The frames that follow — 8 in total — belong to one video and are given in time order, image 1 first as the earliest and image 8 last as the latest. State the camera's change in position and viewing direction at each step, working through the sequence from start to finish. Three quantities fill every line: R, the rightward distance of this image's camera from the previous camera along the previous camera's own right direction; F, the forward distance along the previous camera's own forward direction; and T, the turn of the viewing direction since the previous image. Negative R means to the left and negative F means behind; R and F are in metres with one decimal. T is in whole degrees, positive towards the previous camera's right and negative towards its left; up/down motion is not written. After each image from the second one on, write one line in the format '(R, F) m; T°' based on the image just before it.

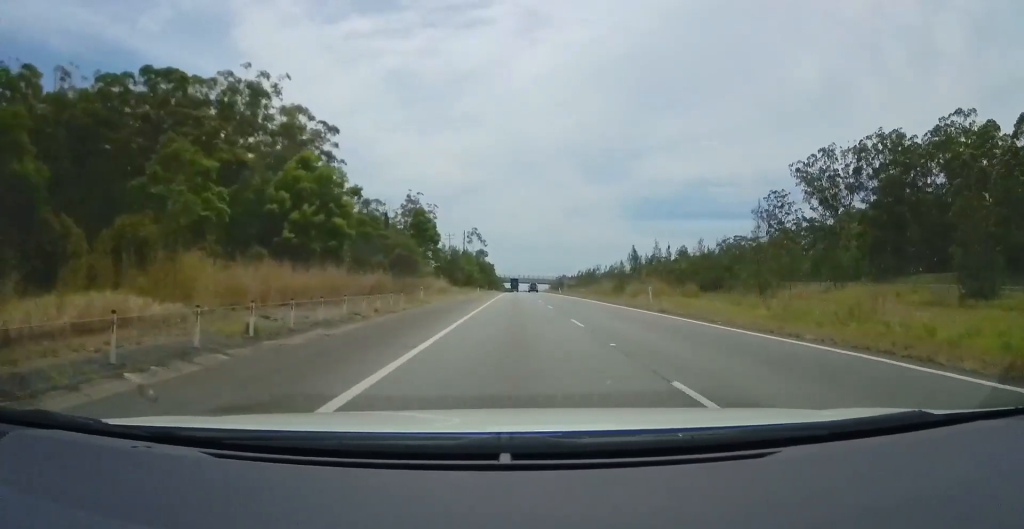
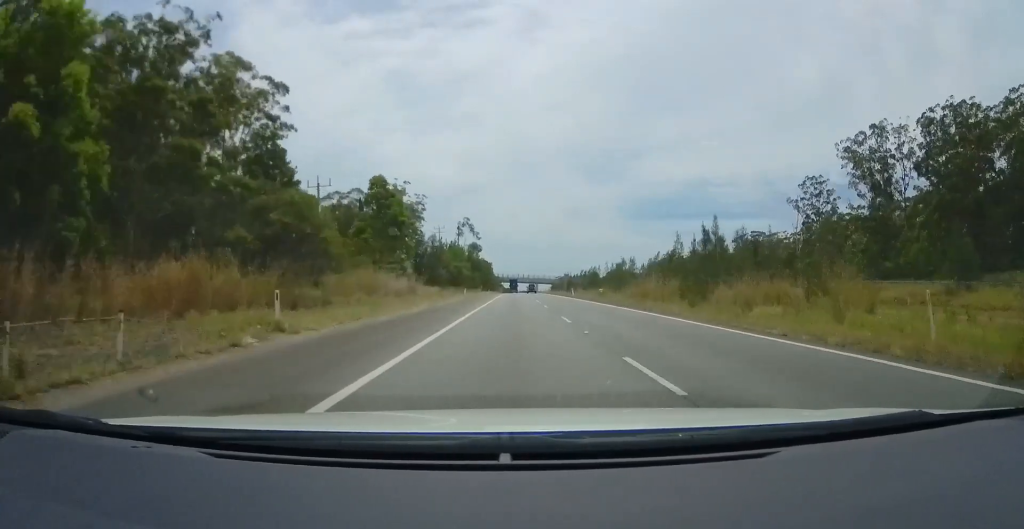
(0.0, +21.1) m; 0°
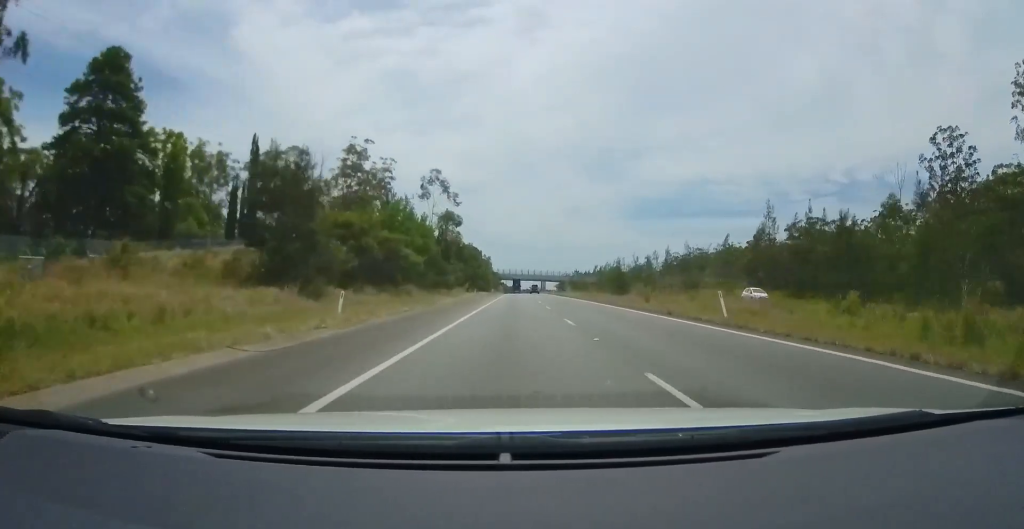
(0.0, +49.8) m; +1°
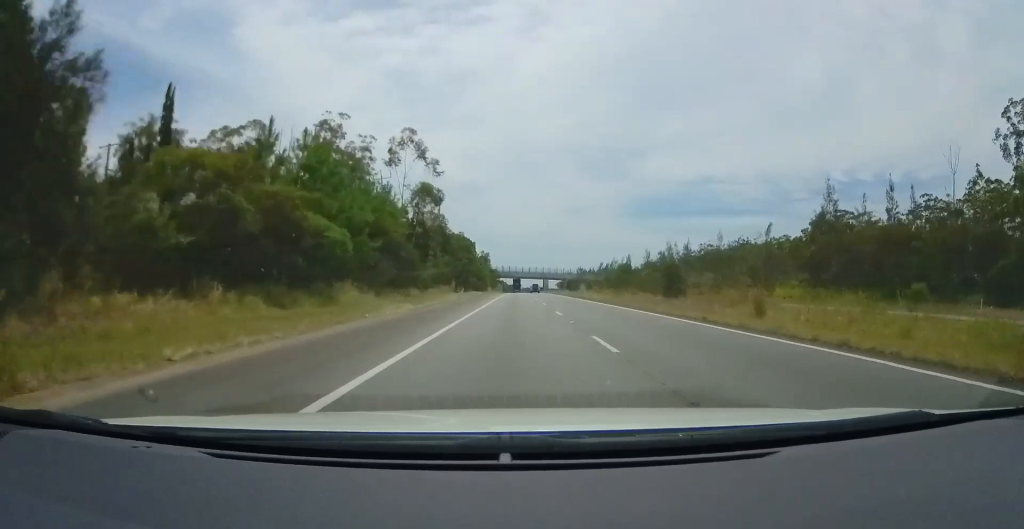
(+0.2, +18.9) m; 0°
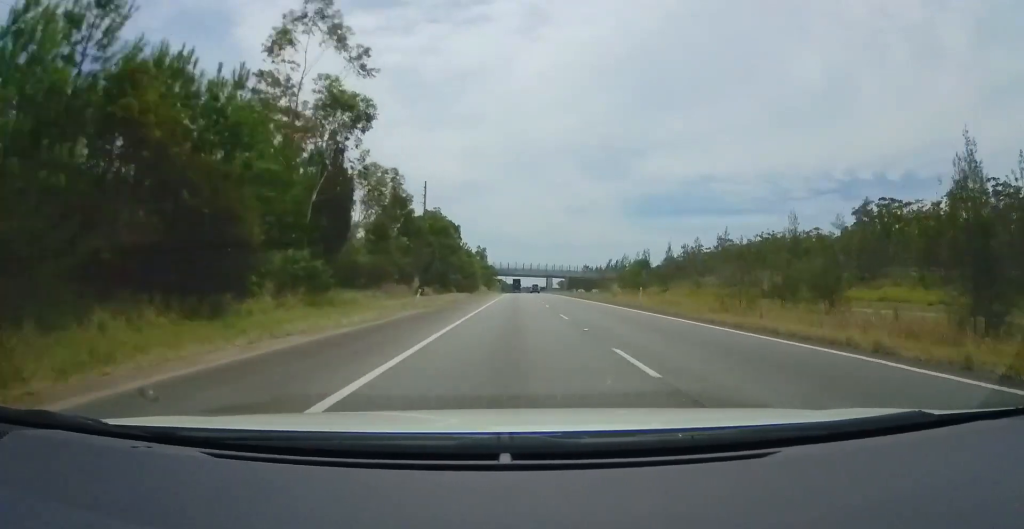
(0.0, +26.0) m; 0°
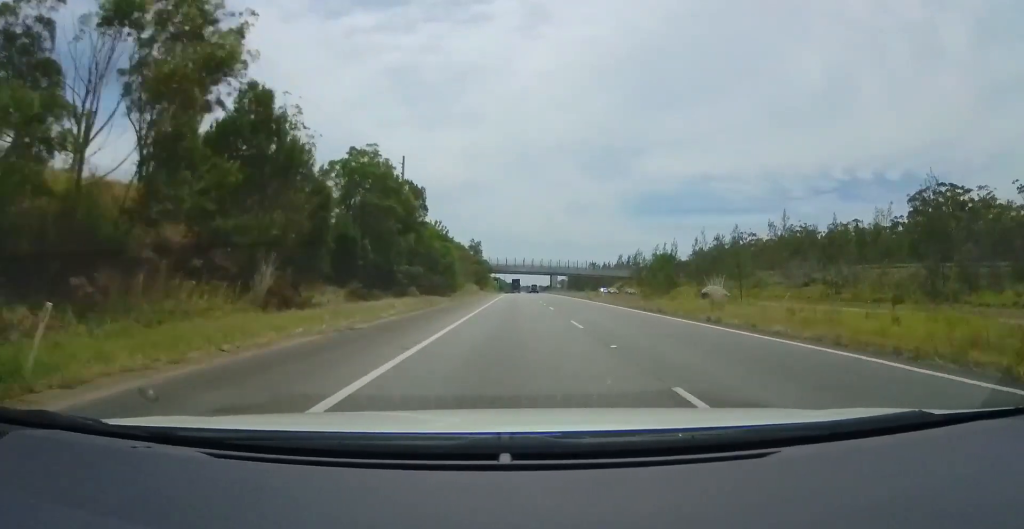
(-0.2, +28.5) m; -1°
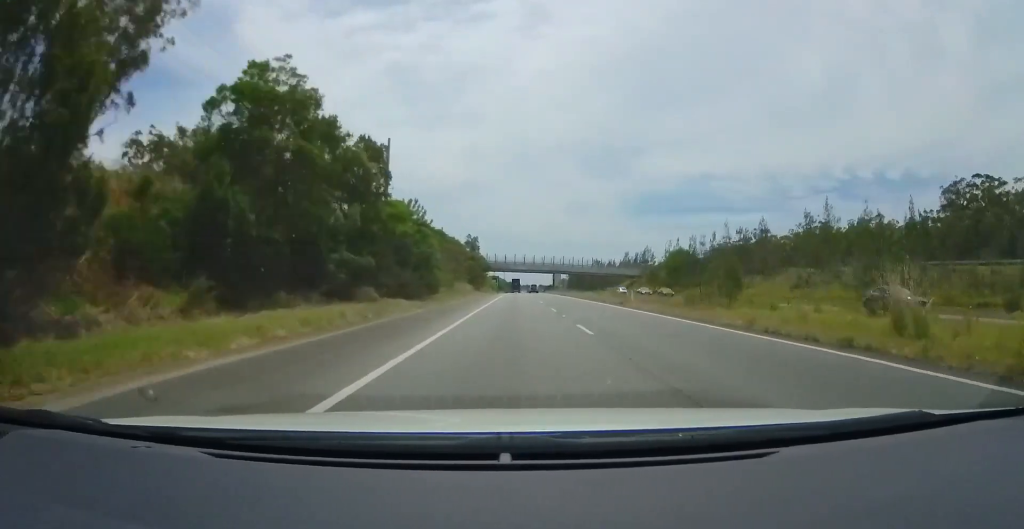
(0.0, +13.1) m; 0°
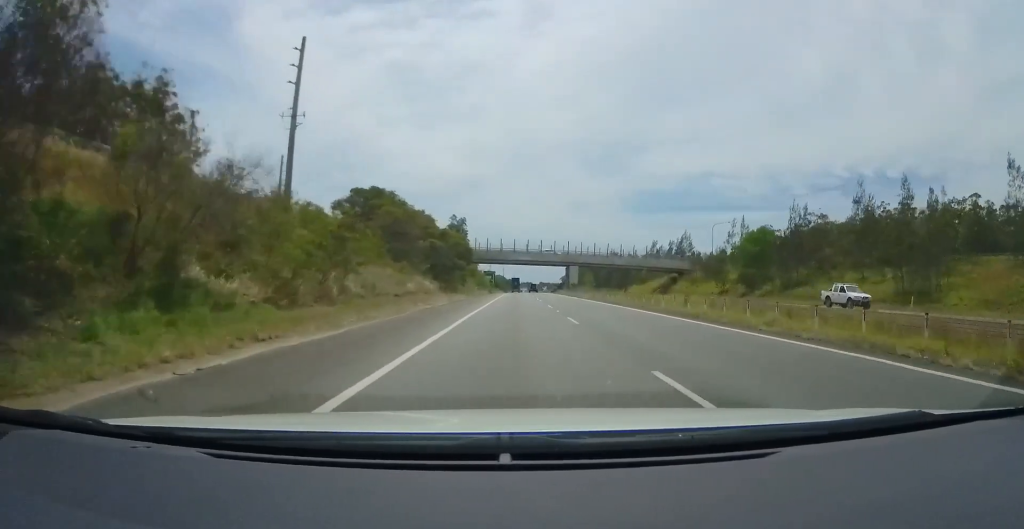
(0.0, +45.3) m; 0°
